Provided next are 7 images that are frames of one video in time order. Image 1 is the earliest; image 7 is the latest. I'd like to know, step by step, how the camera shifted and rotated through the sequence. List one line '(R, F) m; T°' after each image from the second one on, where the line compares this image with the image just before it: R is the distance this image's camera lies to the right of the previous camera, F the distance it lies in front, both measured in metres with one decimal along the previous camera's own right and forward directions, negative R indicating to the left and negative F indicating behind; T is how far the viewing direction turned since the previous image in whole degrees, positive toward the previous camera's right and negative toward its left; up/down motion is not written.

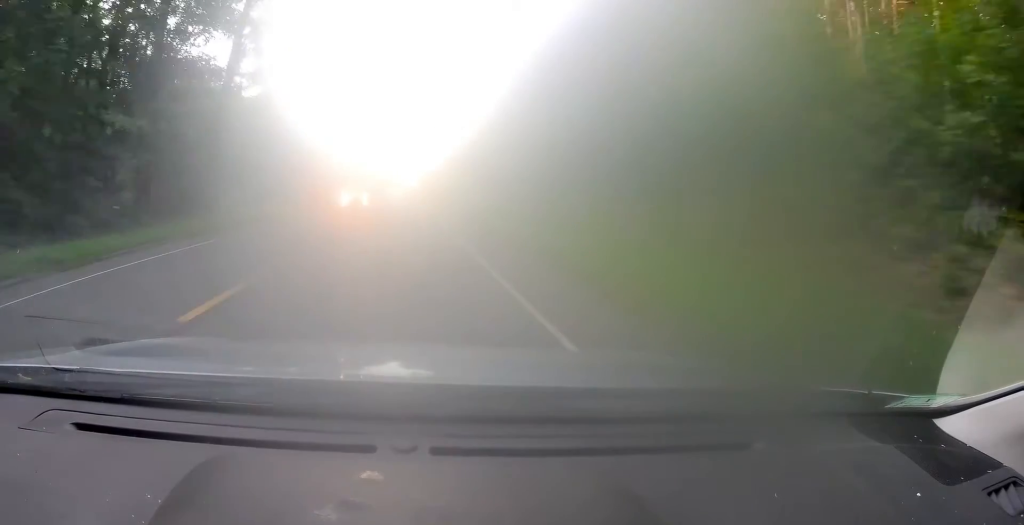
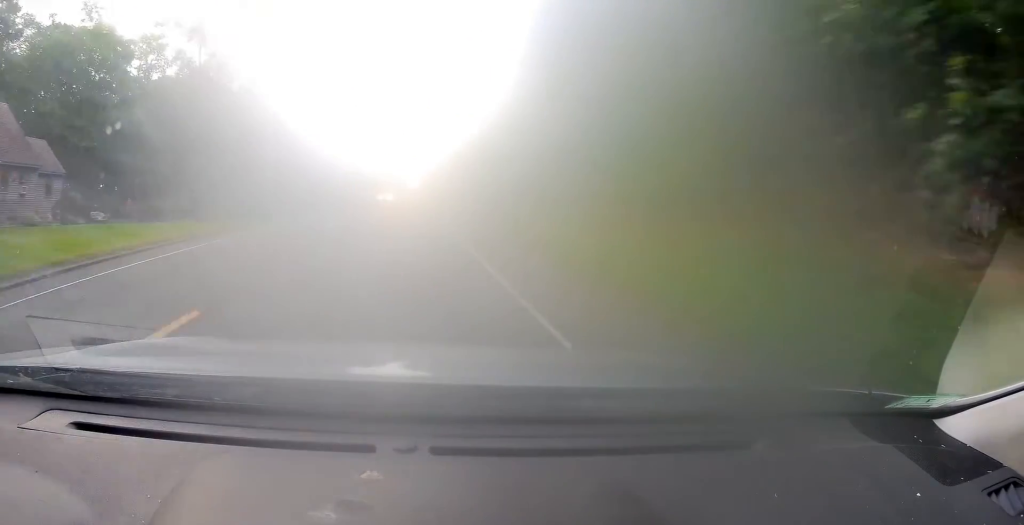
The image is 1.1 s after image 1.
(+0.1, +26.9) m; 0°
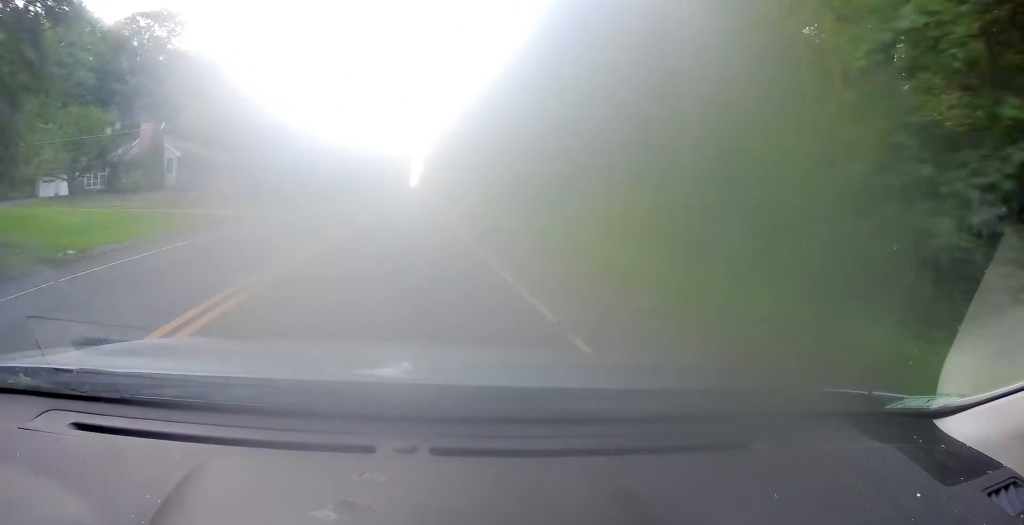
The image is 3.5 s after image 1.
(+0.8, +59.7) m; +1°
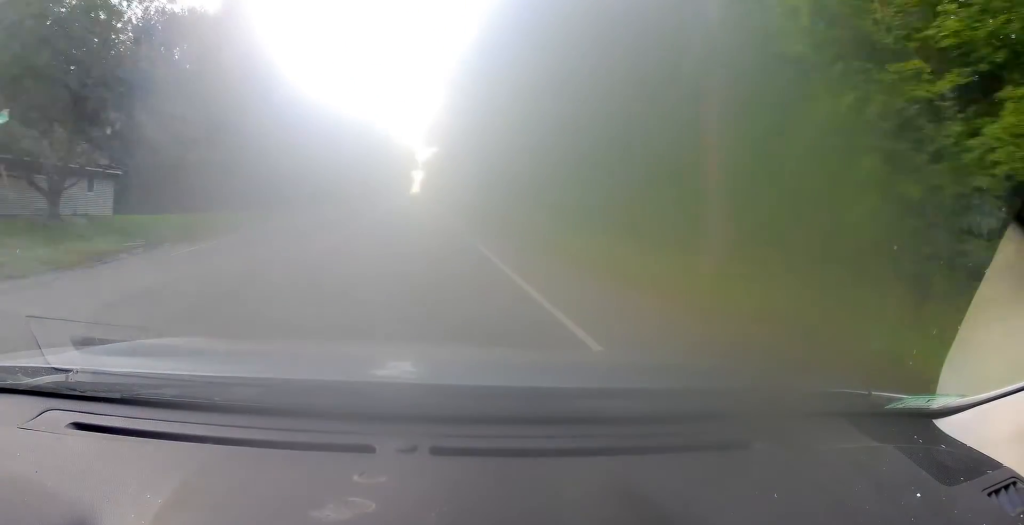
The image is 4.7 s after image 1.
(-0.4, +27.8) m; -1°
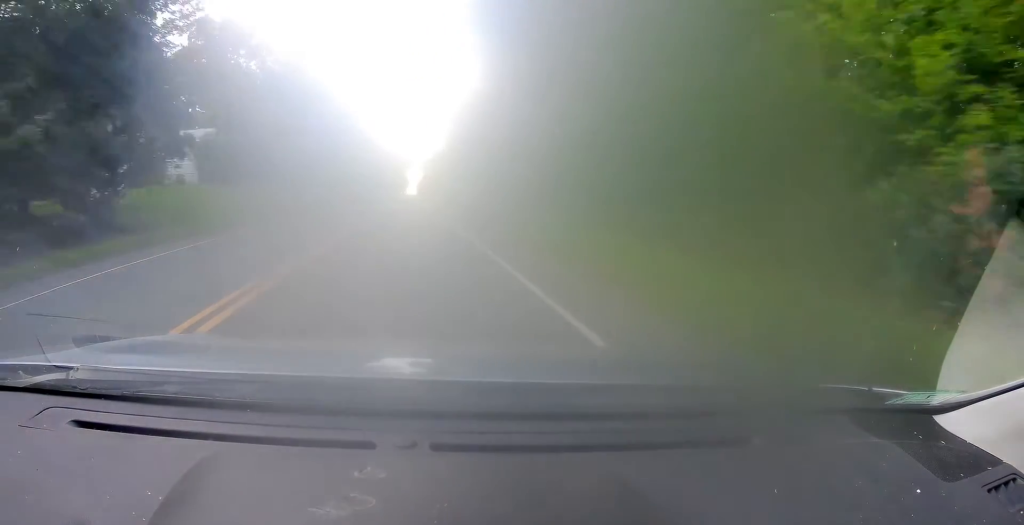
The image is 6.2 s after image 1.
(+0.3, +37.5) m; +1°
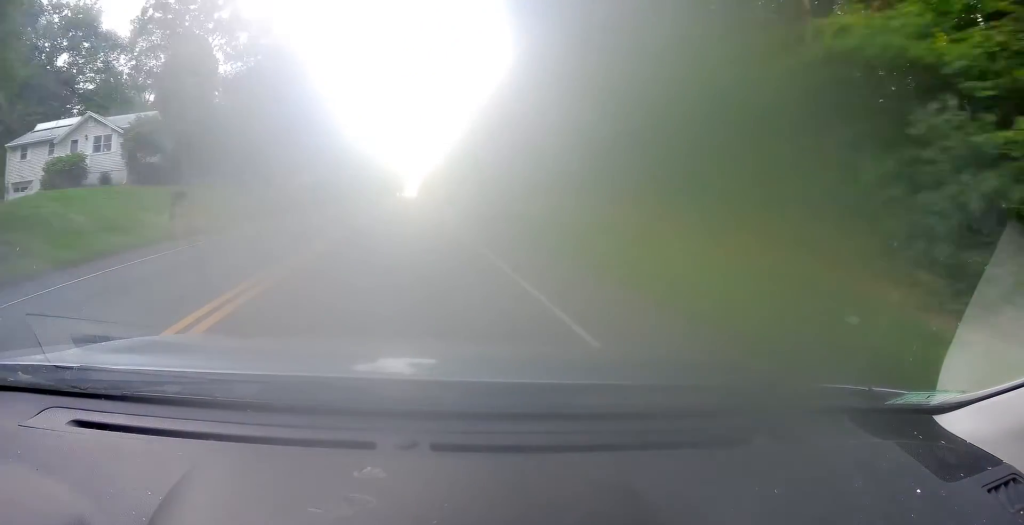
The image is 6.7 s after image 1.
(+0.1, +13.0) m; 0°
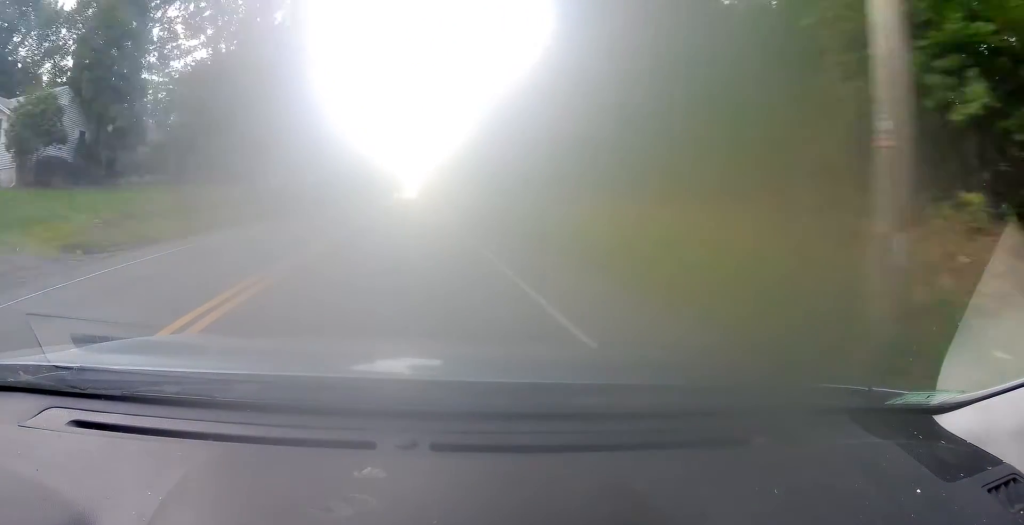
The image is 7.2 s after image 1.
(+0.1, +12.1) m; 0°
